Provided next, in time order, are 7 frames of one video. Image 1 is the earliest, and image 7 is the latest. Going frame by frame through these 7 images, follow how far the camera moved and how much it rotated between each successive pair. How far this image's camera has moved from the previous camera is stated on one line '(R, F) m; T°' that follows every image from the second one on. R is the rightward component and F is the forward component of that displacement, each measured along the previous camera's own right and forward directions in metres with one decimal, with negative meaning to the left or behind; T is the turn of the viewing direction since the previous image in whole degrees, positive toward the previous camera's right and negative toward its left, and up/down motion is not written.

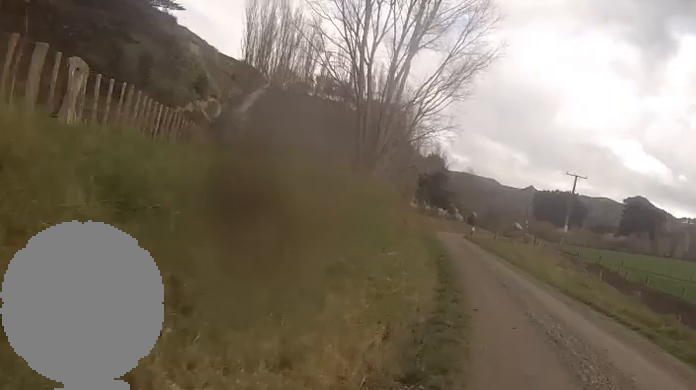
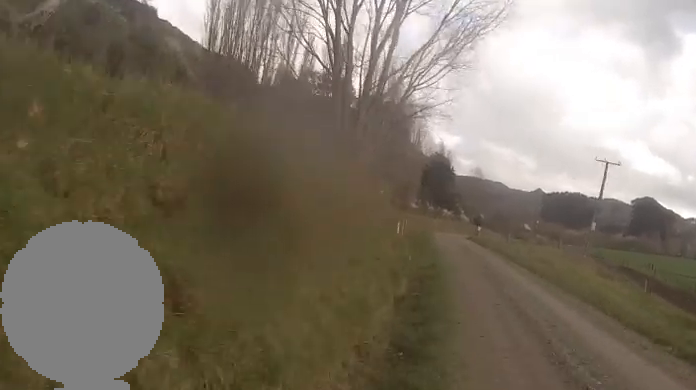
(+0.1, +9.1) m; -1°
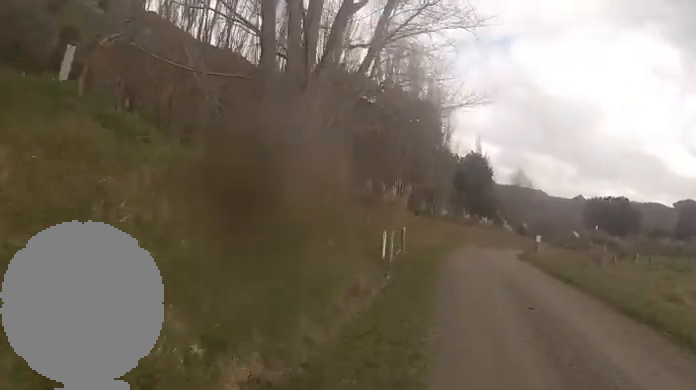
(-0.6, +15.8) m; -2°
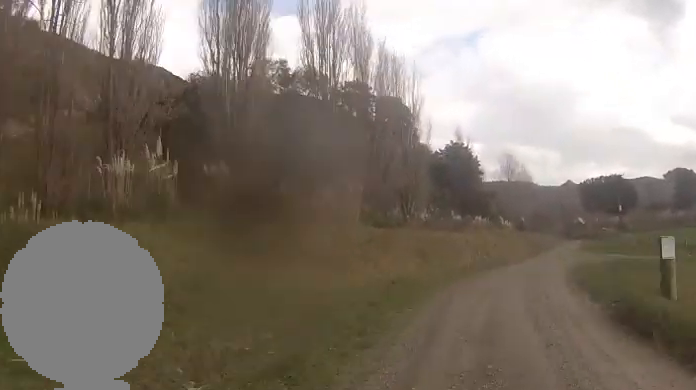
(+0.1, +16.9) m; +2°
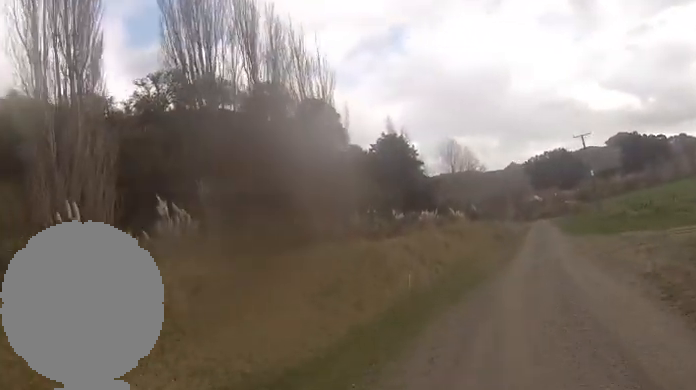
(+0.5, +12.2) m; +3°
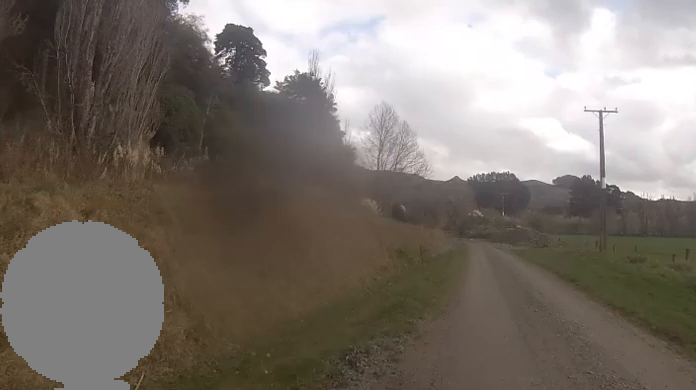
(+0.7, +22.7) m; -1°
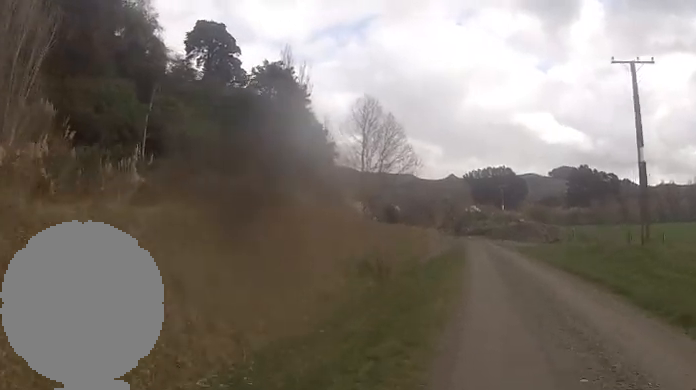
(-0.1, +6.5) m; 0°
